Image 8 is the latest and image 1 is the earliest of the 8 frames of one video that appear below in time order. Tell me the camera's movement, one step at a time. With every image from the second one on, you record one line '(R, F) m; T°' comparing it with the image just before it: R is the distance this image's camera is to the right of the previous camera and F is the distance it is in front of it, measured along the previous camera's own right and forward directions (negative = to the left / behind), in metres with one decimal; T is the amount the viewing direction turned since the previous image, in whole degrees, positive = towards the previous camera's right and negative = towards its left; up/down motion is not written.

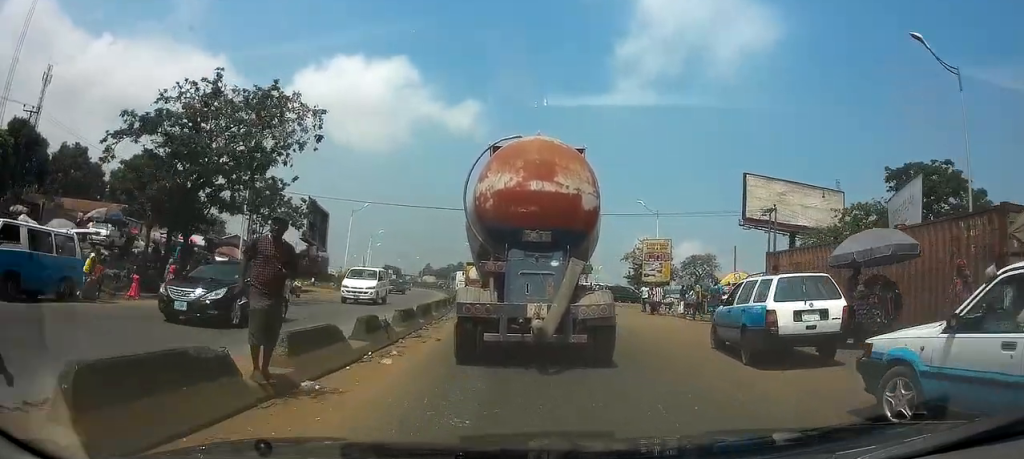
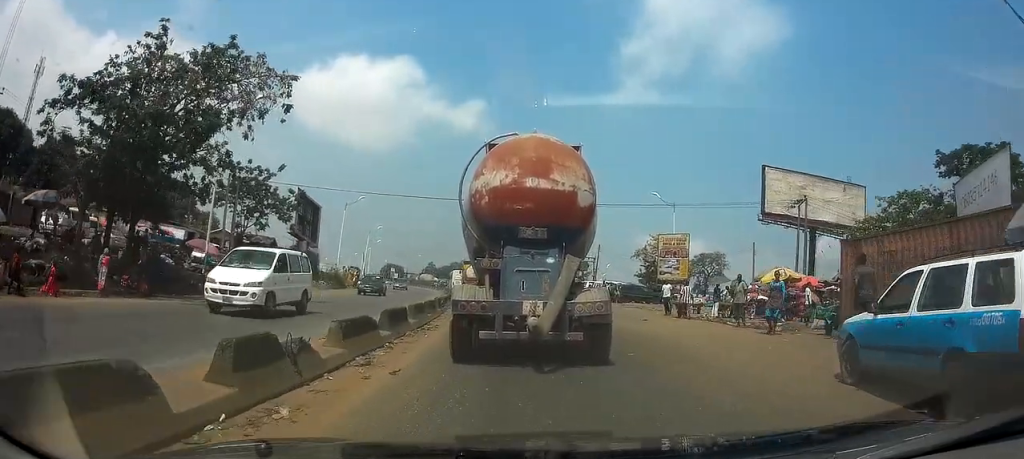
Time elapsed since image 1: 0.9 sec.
(0.0, +5.5) m; 0°
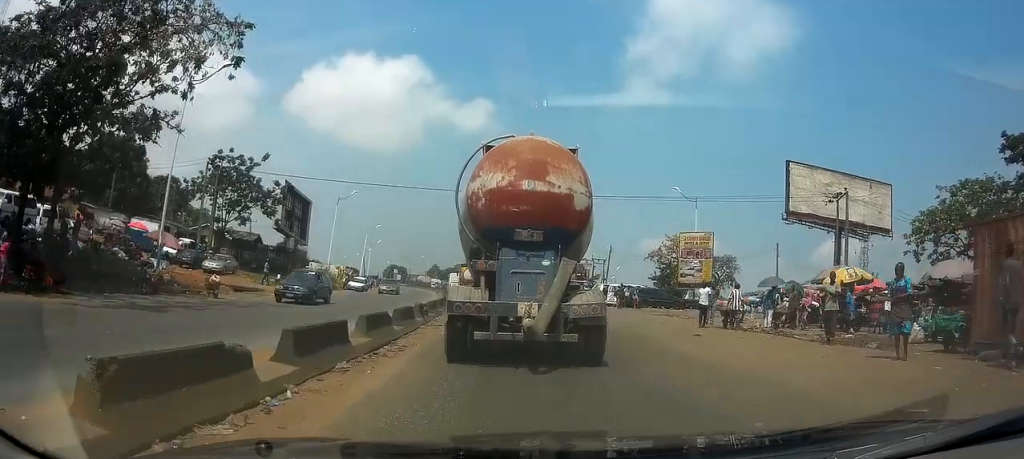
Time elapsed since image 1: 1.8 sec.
(0.0, +5.9) m; 0°
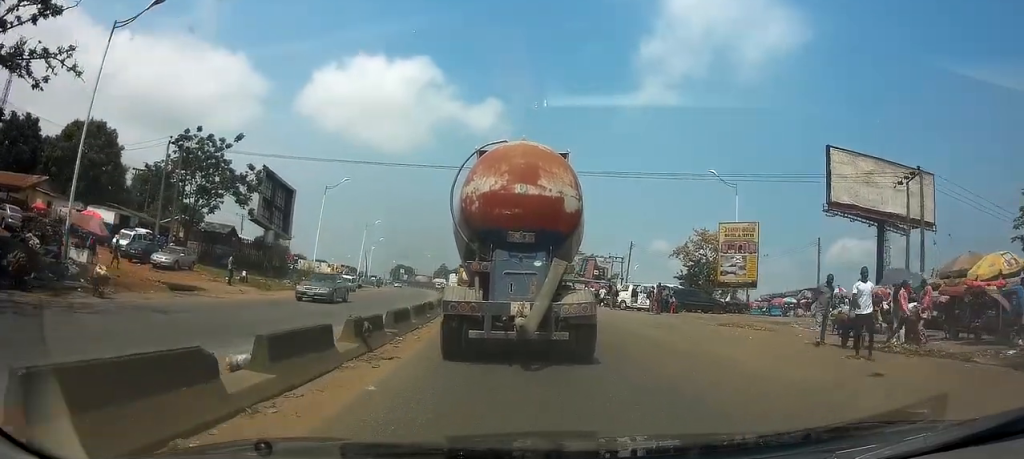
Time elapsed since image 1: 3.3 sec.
(-0.1, +8.4) m; -2°
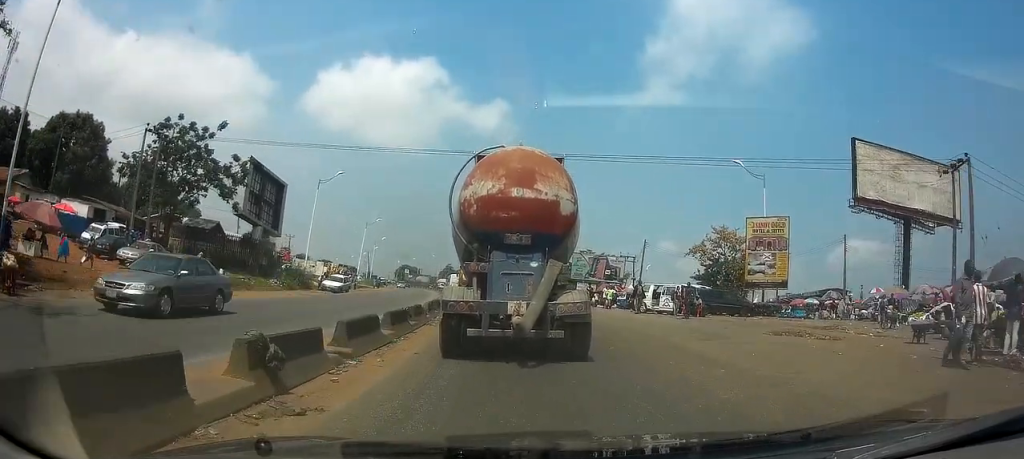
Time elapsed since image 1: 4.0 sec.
(-0.1, +4.4) m; -1°
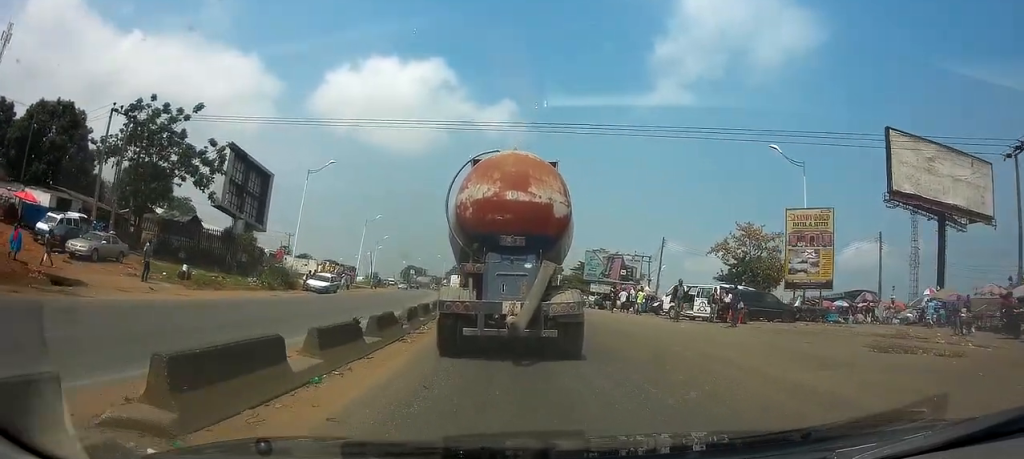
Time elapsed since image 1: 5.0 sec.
(-0.1, +5.3) m; -1°
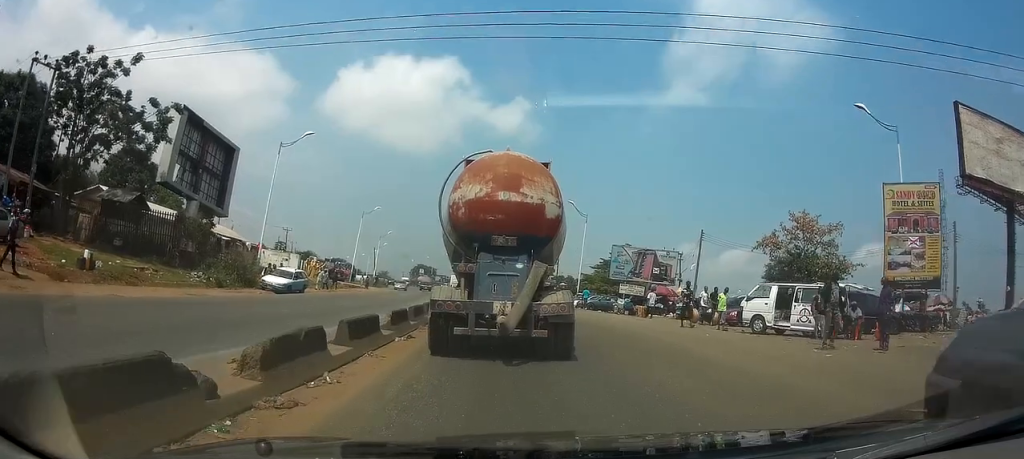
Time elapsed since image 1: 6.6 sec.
(0.0, +9.6) m; 0°
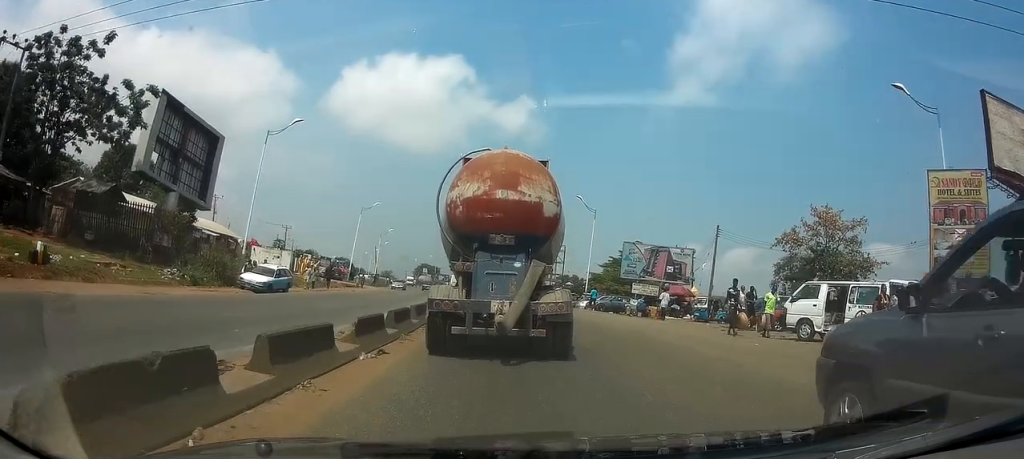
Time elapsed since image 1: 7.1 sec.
(0.0, +3.4) m; 0°
